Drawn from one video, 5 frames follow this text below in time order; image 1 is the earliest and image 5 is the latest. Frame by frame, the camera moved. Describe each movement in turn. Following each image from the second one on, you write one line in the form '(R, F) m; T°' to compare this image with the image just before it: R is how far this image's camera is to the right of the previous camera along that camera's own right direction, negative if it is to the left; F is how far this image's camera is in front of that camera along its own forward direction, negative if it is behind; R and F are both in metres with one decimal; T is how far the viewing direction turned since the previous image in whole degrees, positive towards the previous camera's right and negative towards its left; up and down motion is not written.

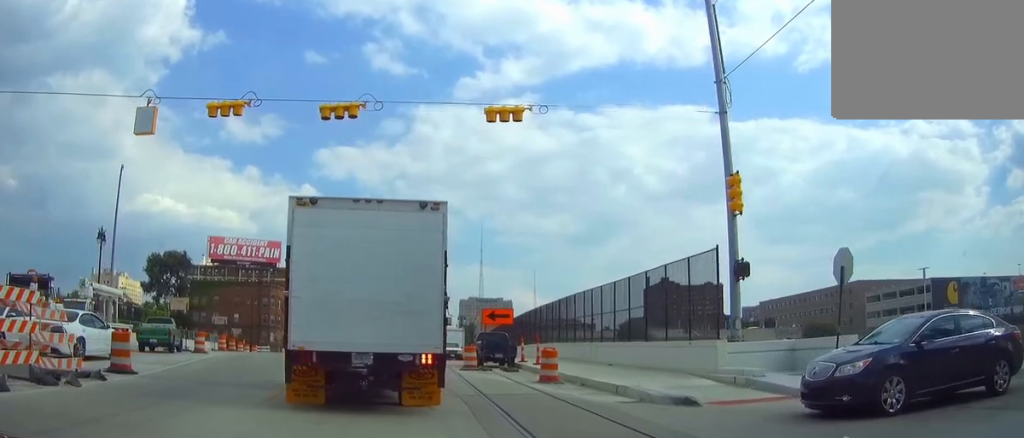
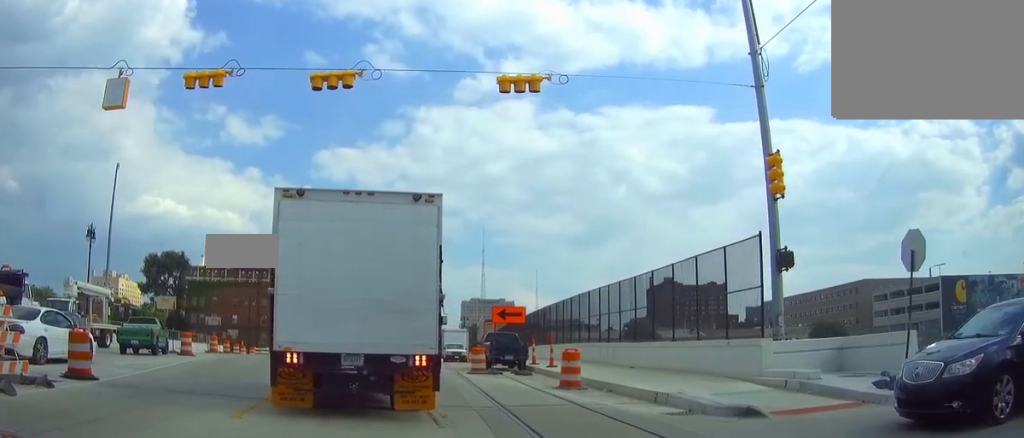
(0.0, +2.0) m; 0°
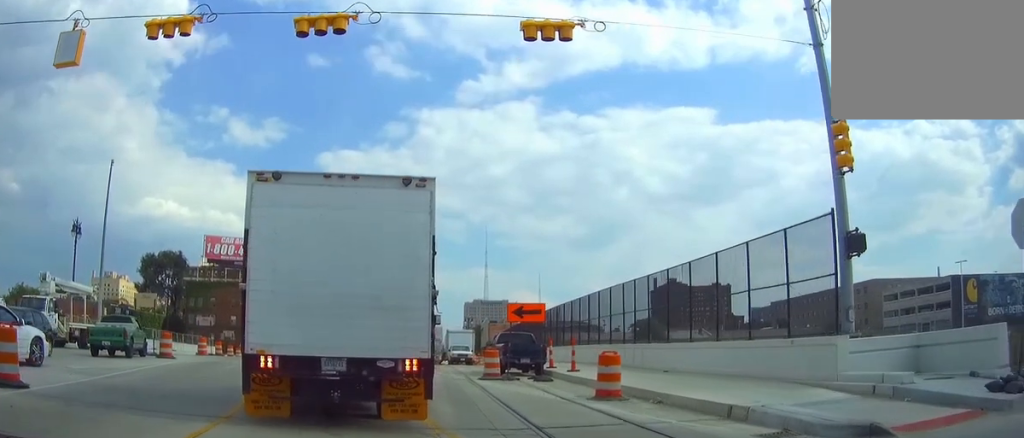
(+0.1, +2.3) m; 0°
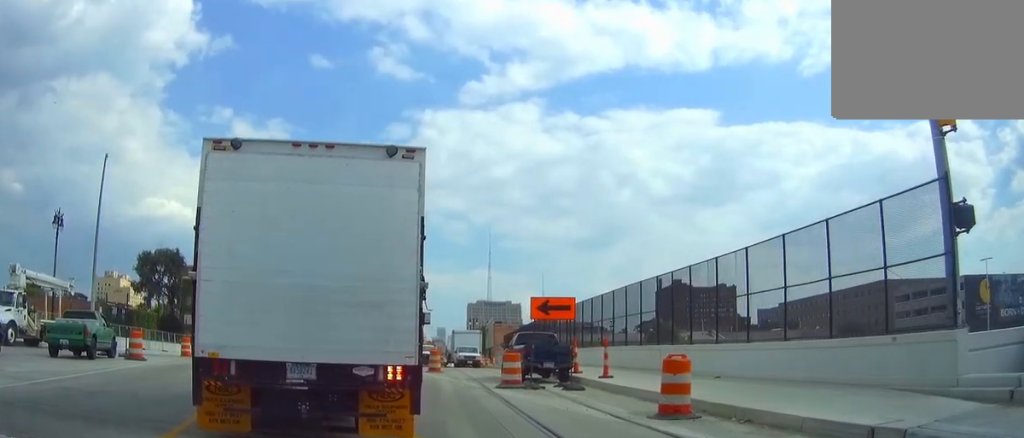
(0.0, +3.2) m; +1°
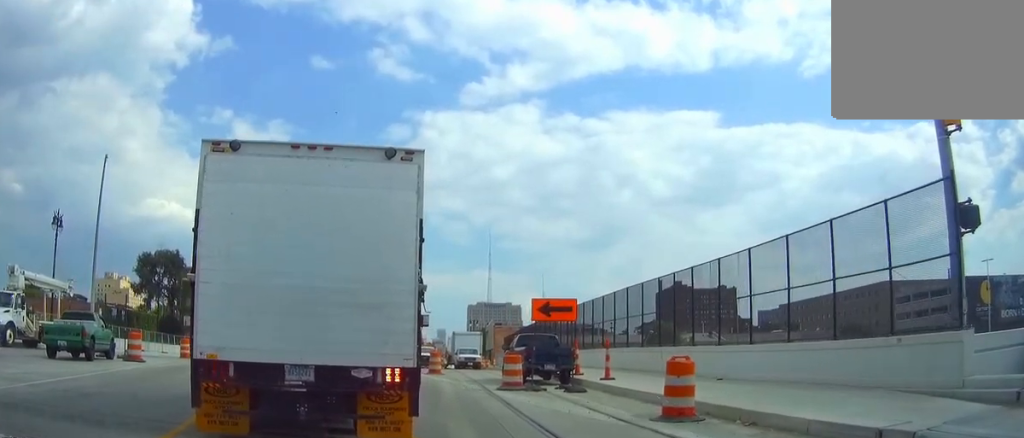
(0.0, +0.4) m; 0°
